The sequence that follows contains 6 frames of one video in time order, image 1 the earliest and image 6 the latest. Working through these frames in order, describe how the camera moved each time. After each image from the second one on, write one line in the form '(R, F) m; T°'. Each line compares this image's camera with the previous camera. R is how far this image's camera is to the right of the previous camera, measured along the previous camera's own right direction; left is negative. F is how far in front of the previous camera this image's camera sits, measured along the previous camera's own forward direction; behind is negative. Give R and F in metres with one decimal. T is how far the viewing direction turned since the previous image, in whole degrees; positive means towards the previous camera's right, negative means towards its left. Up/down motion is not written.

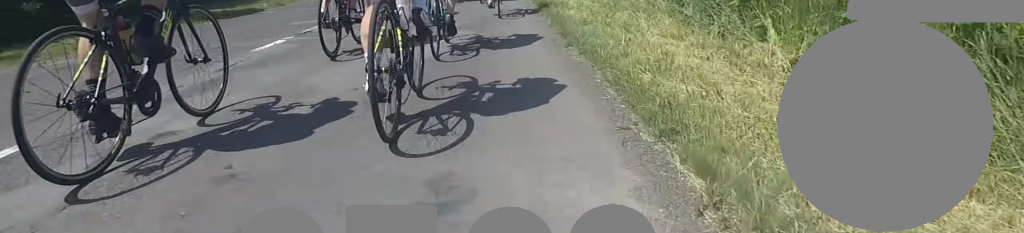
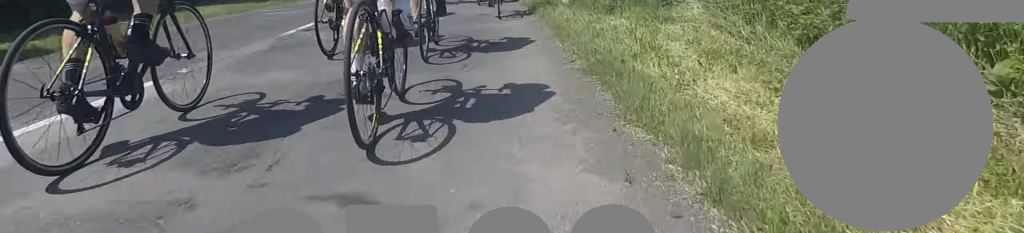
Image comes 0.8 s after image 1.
(0.0, +7.3) m; 0°
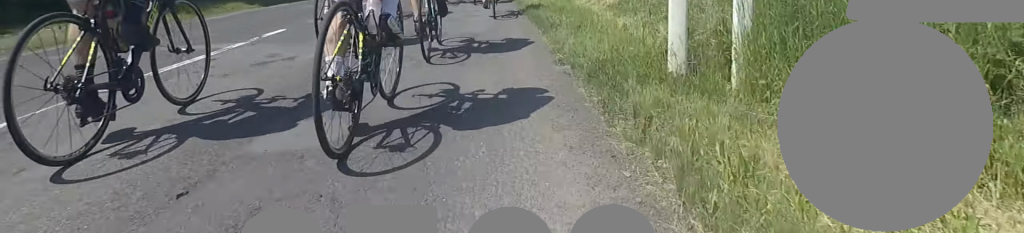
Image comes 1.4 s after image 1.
(0.0, +5.8) m; 0°
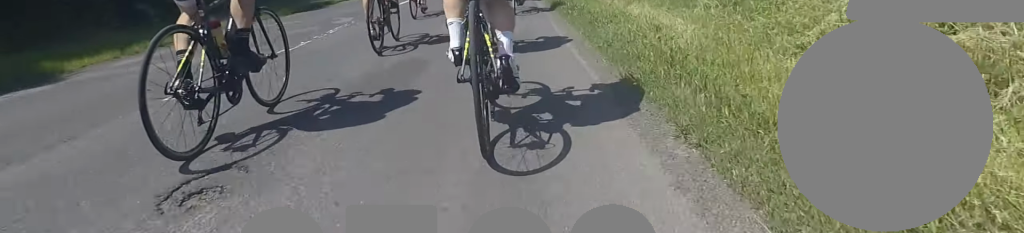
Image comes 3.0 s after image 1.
(0.0, +14.4) m; 0°
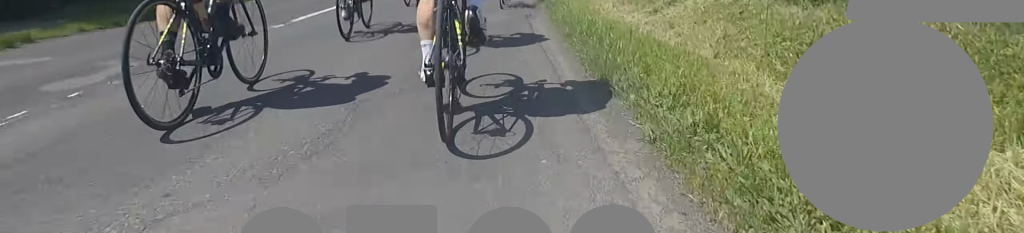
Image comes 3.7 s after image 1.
(0.0, +6.3) m; 0°
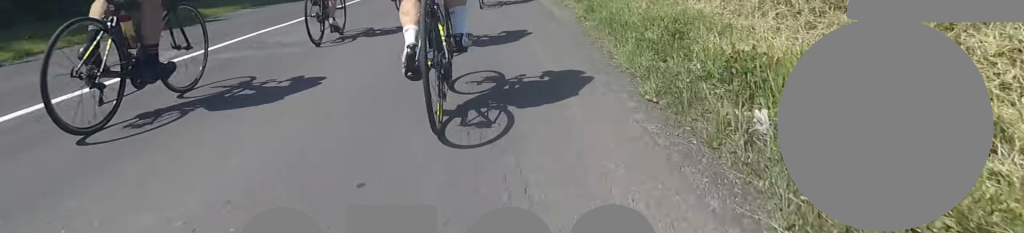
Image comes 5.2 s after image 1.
(0.0, +13.6) m; 0°
